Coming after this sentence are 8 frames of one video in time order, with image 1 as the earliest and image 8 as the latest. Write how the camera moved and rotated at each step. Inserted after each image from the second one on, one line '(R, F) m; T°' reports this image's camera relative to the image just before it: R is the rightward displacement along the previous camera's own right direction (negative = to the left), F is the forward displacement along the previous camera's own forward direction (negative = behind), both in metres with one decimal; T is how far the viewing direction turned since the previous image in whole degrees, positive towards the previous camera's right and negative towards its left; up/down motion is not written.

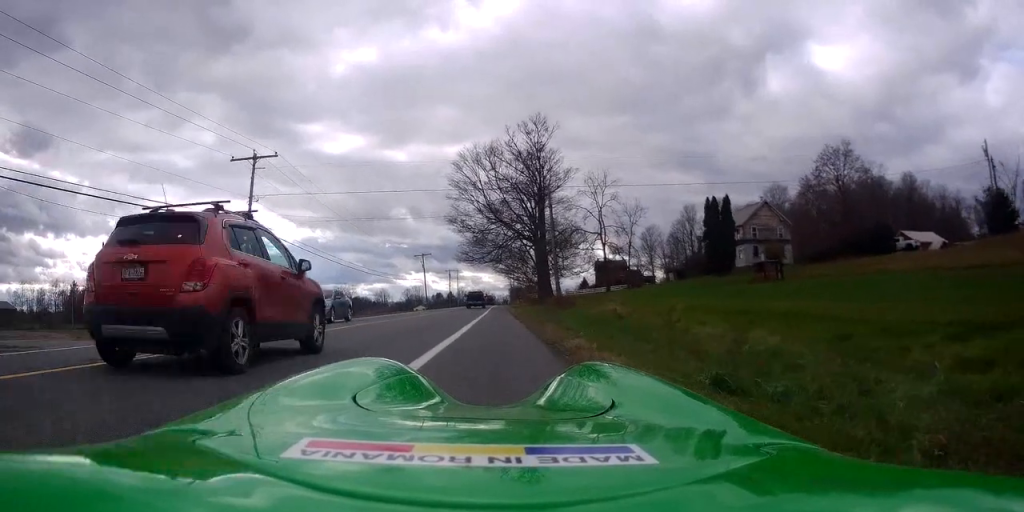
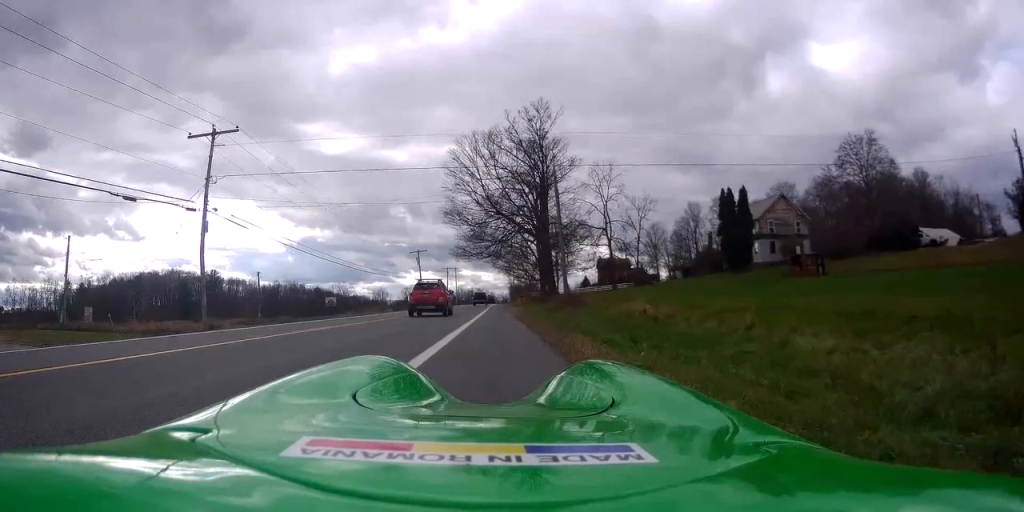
(-0.5, +5.3) m; 0°
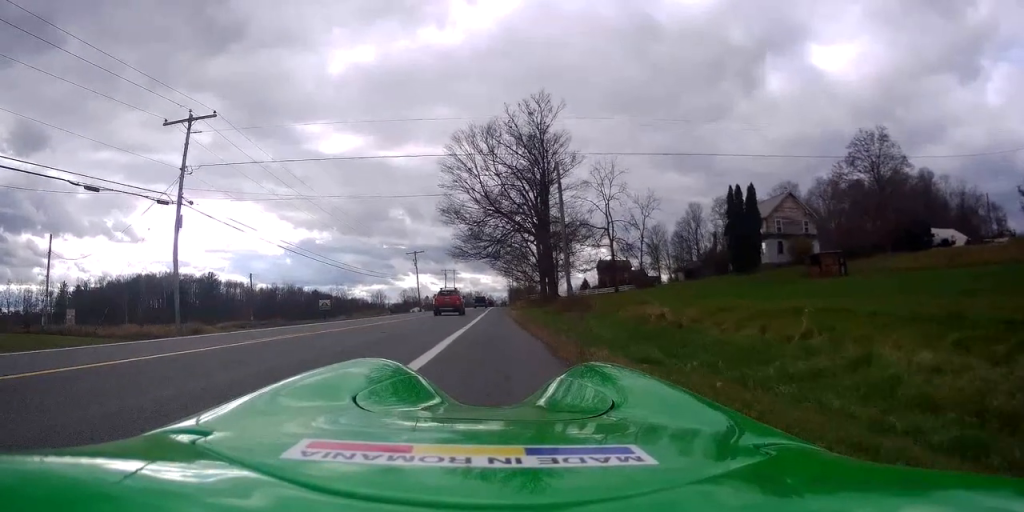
(+0.1, +2.4) m; +1°
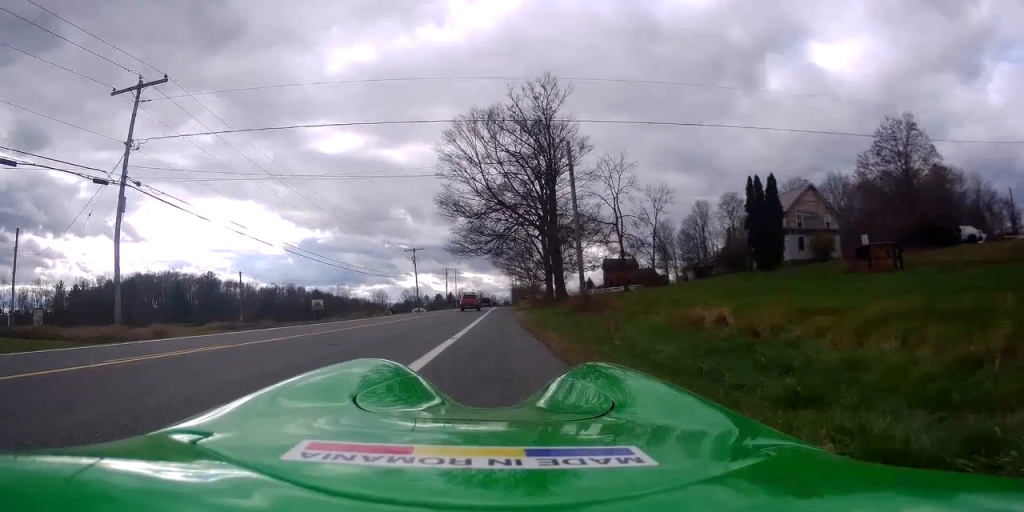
(+0.3, +4.5) m; -1°
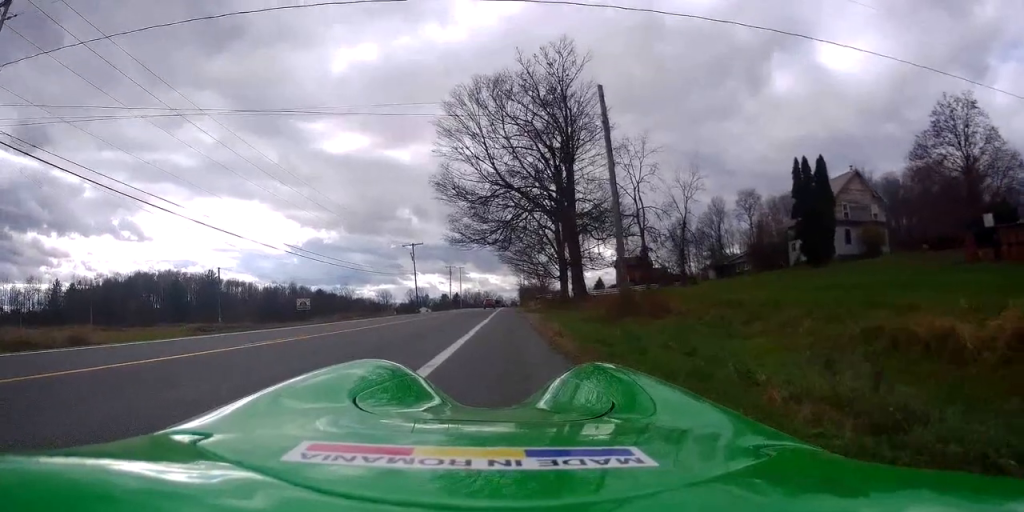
(-0.7, +8.5) m; +2°
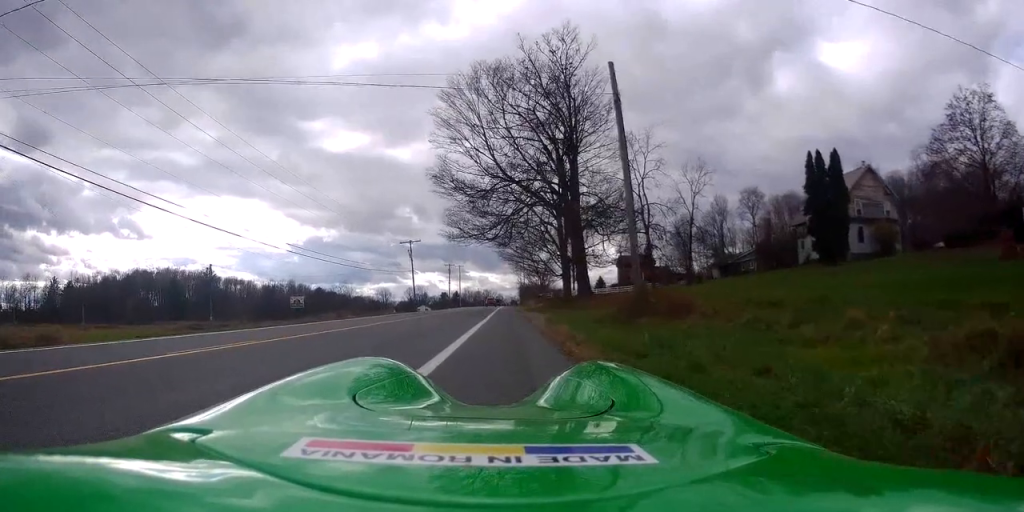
(+0.3, +2.3) m; 0°
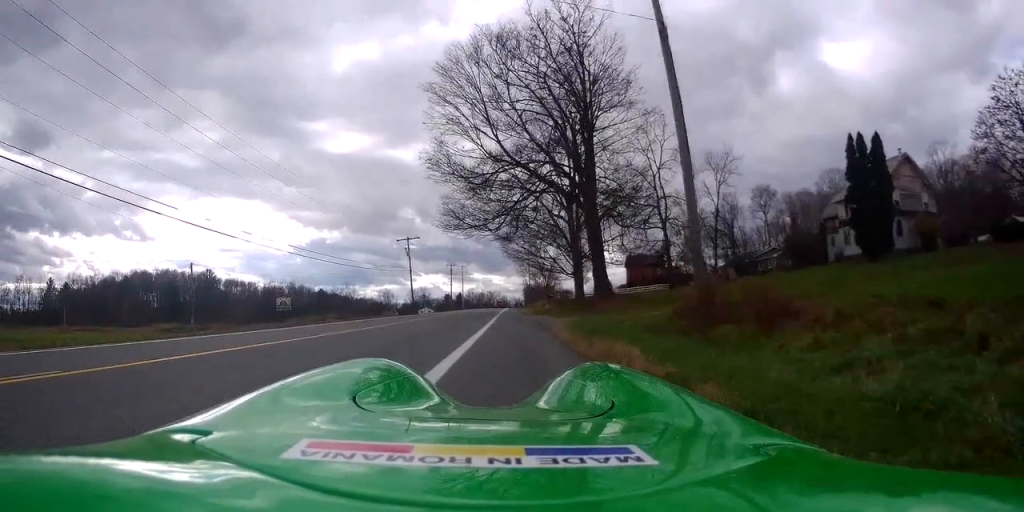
(-0.3, +5.6) m; -3°
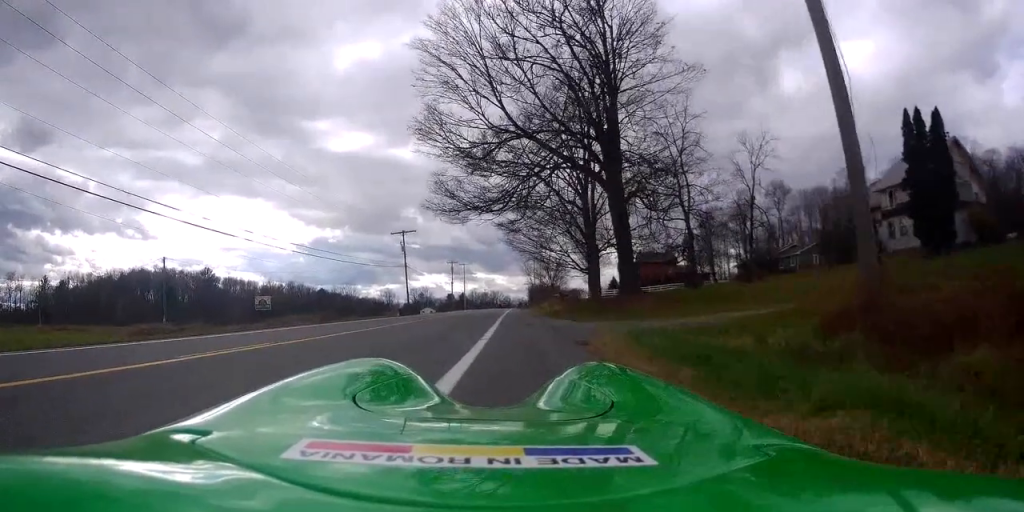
(+0.1, +6.5) m; 0°
